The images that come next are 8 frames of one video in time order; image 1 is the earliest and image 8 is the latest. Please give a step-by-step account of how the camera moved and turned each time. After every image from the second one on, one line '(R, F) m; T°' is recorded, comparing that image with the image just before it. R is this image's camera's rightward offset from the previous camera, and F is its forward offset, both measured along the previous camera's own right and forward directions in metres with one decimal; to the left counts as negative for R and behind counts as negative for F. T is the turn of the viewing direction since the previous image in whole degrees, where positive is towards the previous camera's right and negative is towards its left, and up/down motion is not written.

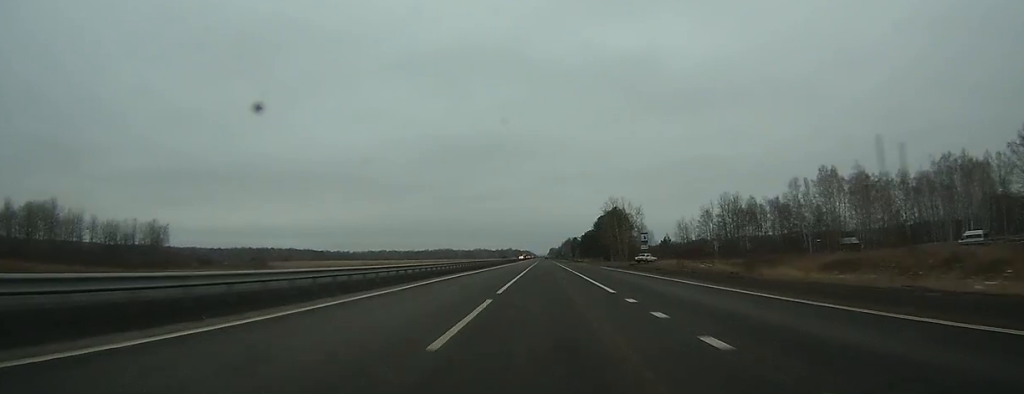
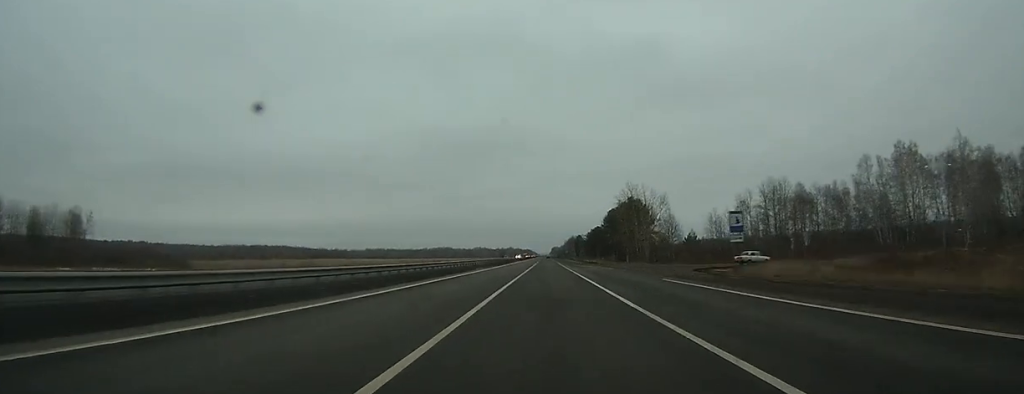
(-0.1, +35.4) m; 0°
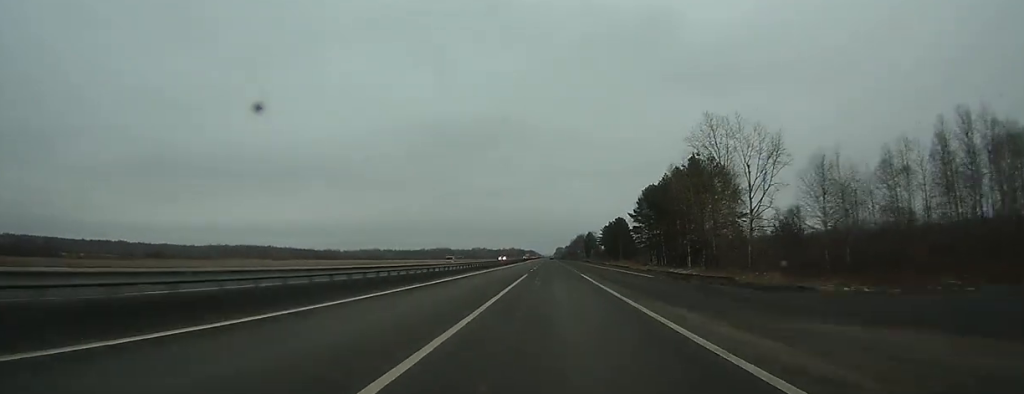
(-0.3, +73.2) m; 0°
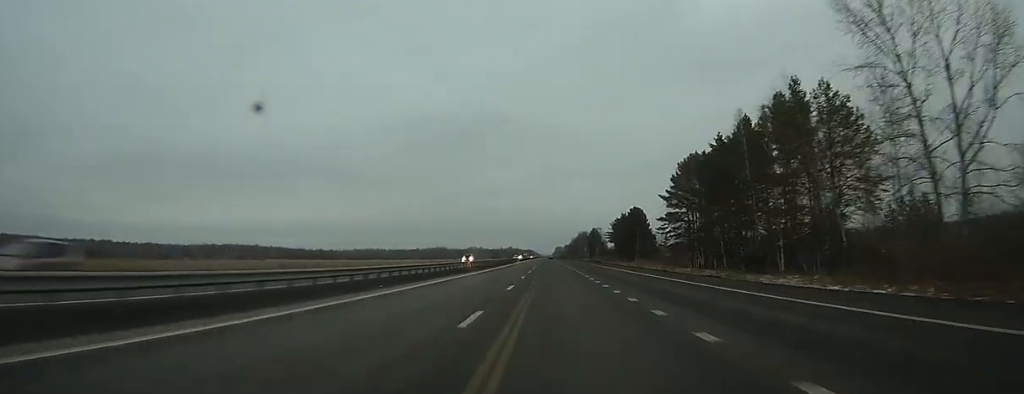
(0.0, +41.7) m; 0°
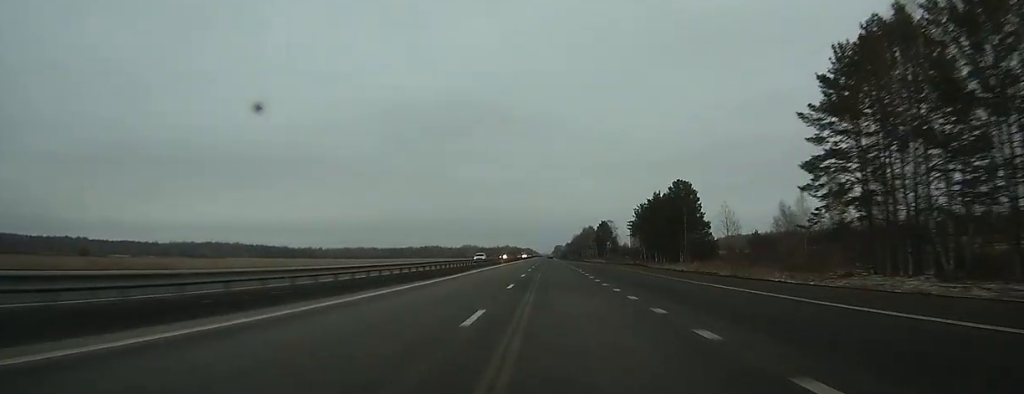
(+0.1, +59.9) m; 0°
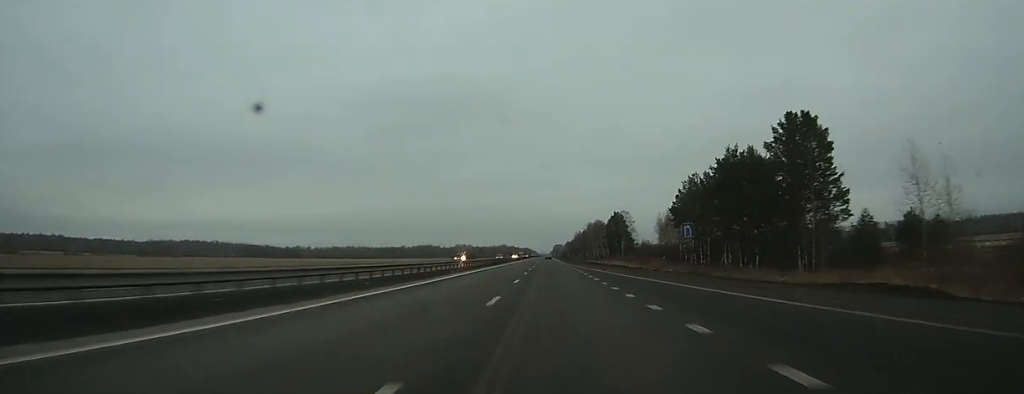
(-0.1, +55.8) m; 0°
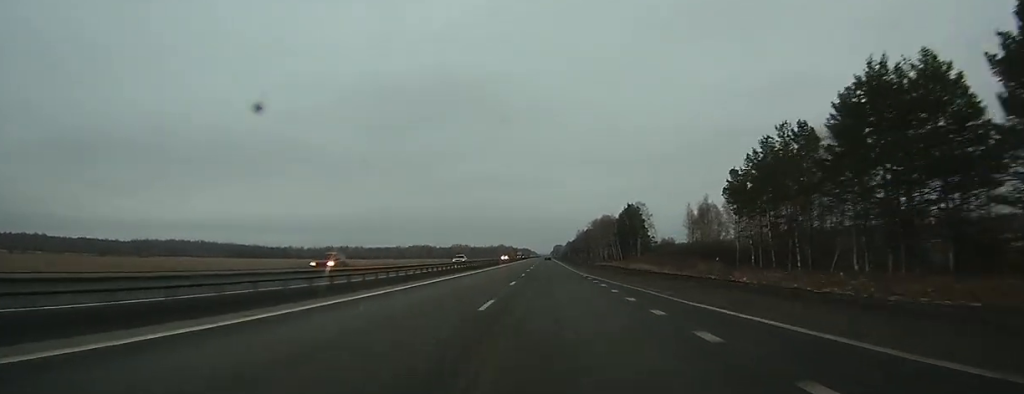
(-0.1, +37.7) m; 0°
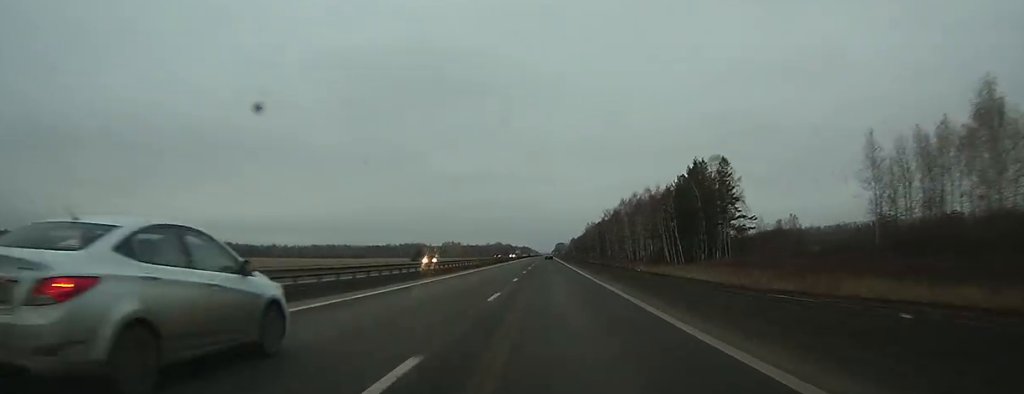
(+0.2, +82.2) m; 0°
